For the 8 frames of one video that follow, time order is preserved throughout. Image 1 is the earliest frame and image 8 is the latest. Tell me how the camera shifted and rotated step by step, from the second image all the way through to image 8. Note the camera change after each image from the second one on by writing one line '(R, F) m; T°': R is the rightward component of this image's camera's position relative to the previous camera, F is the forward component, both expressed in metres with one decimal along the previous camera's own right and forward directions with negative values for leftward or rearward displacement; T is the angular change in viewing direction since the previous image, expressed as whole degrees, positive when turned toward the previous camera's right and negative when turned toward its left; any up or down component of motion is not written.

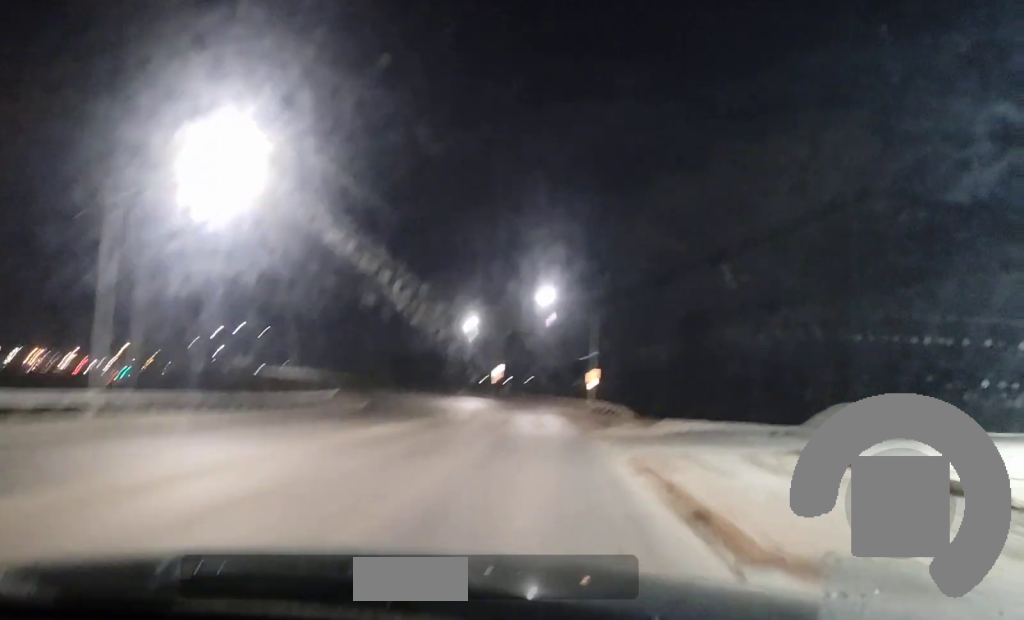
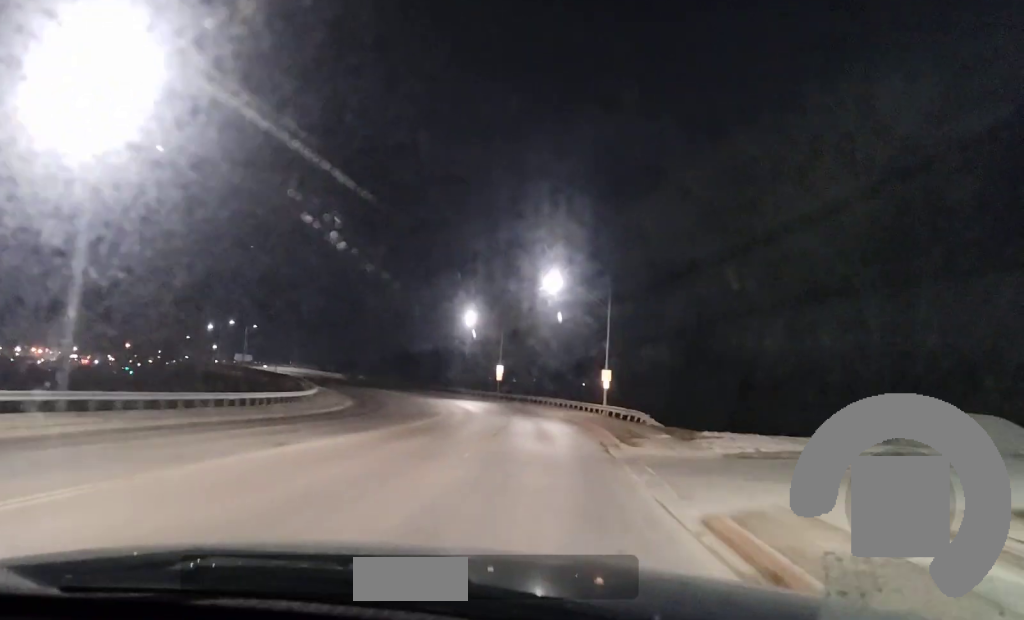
(-0.1, +9.4) m; -1°
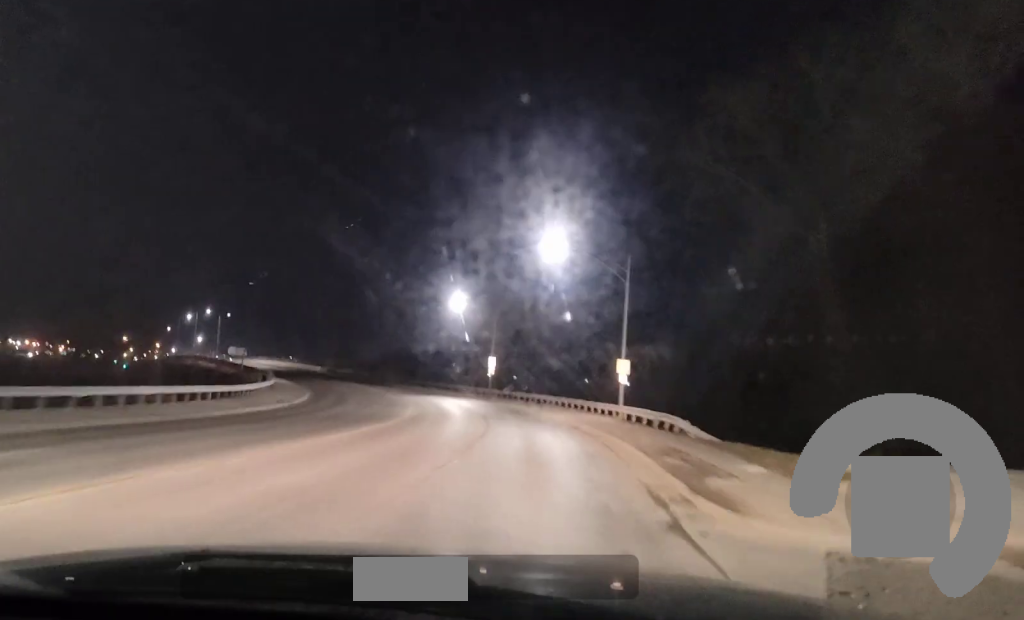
(0.0, +14.5) m; -1°
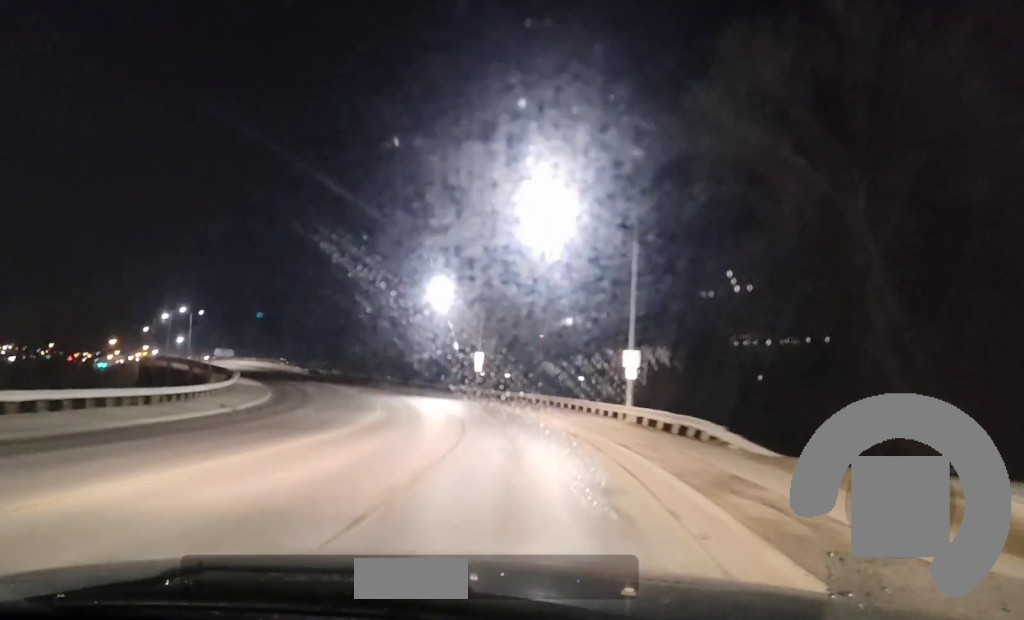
(0.0, +8.8) m; 0°
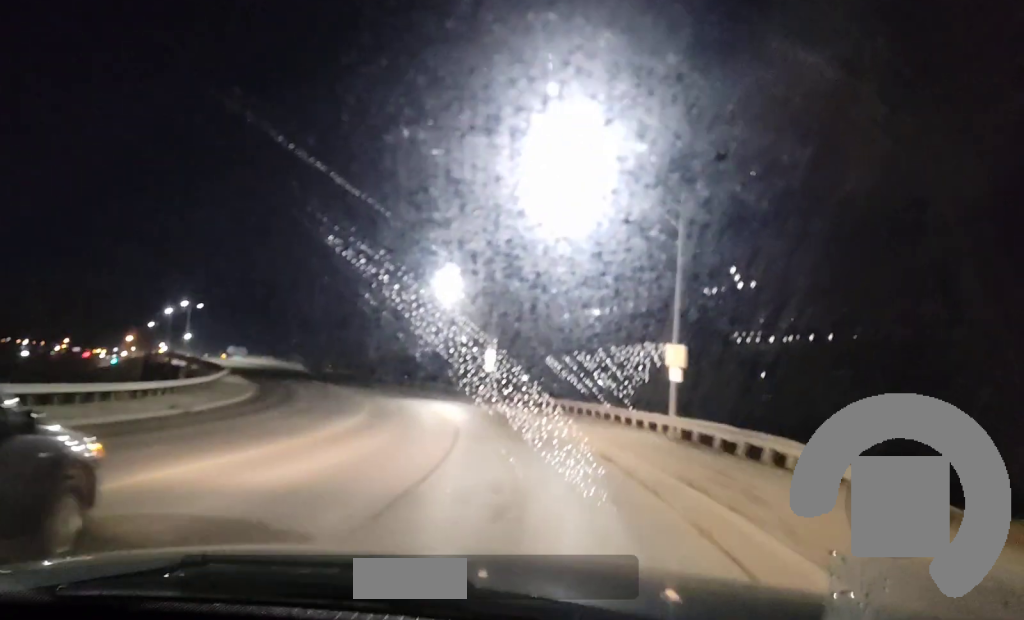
(0.0, +8.0) m; -1°
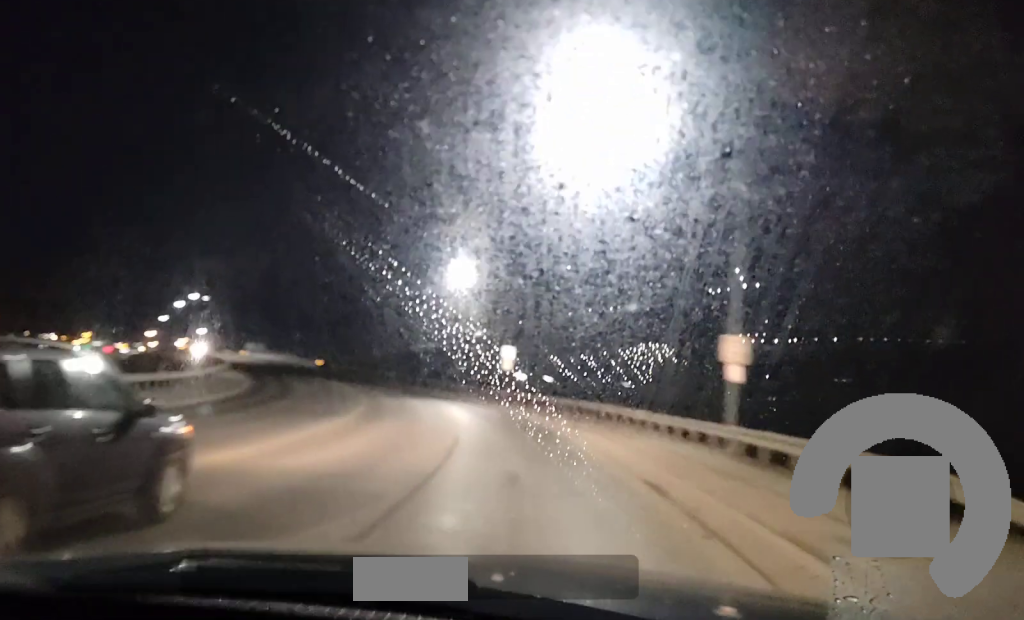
(+0.1, +5.8) m; -1°
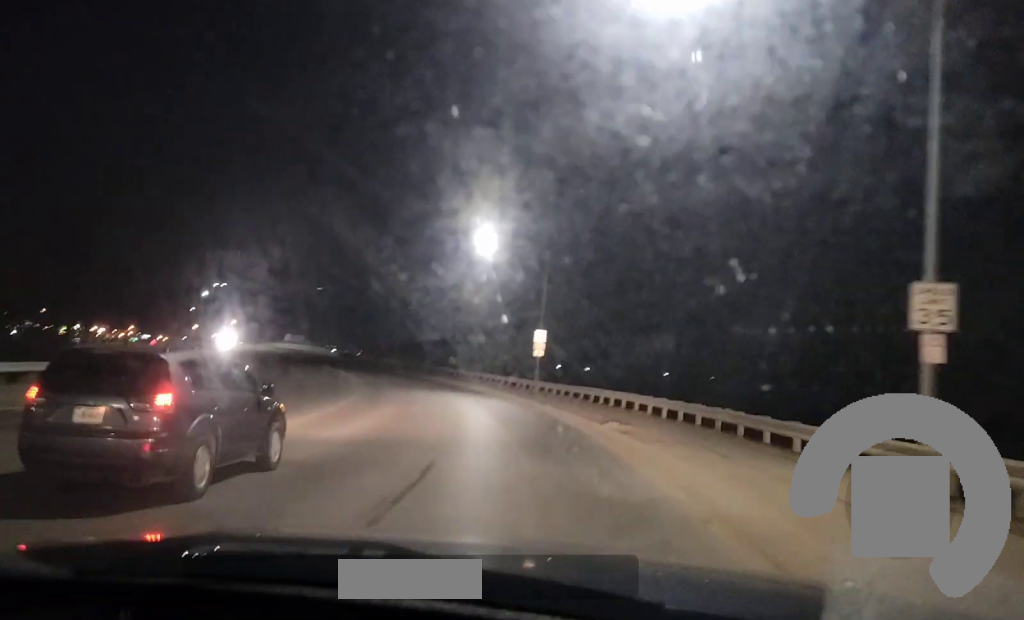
(-0.4, +10.9) m; -3°
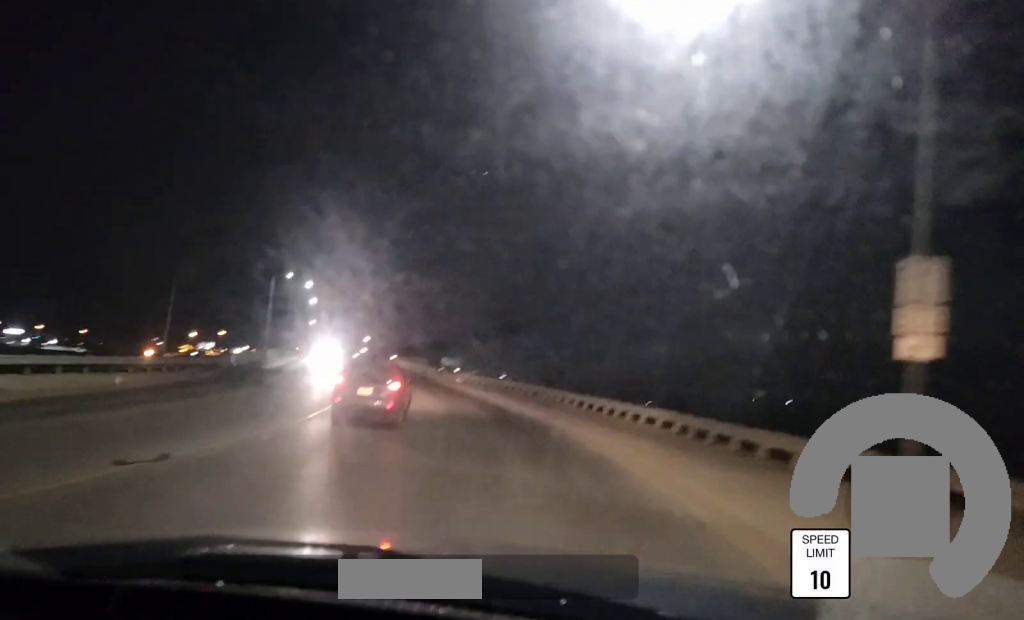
(-2.4, +39.0) m; -8°
